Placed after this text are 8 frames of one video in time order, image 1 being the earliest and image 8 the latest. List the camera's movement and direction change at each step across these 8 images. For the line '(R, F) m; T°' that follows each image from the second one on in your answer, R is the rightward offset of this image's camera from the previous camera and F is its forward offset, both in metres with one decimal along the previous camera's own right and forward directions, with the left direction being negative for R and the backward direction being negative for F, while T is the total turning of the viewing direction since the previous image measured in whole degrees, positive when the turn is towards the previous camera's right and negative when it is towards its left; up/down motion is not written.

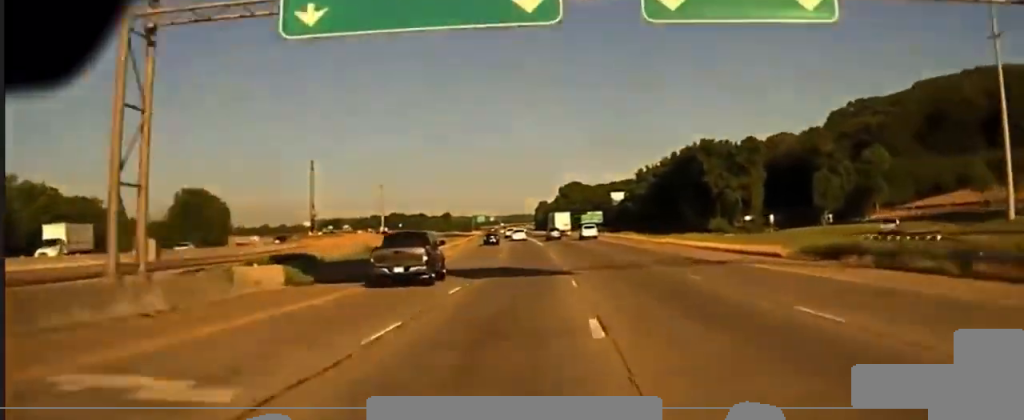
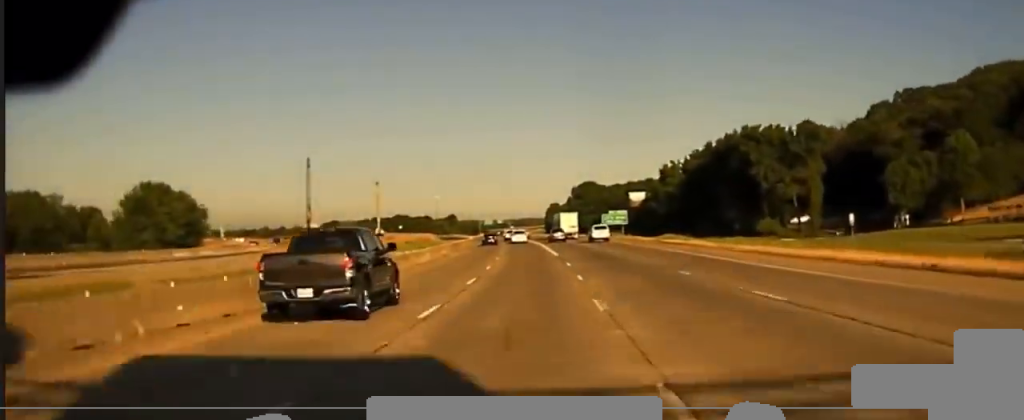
(0.0, +32.7) m; 0°
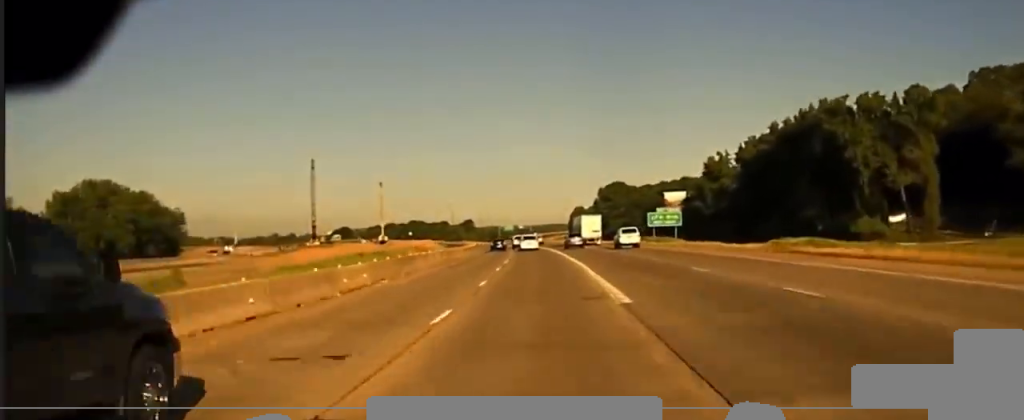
(-0.3, +36.8) m; -1°
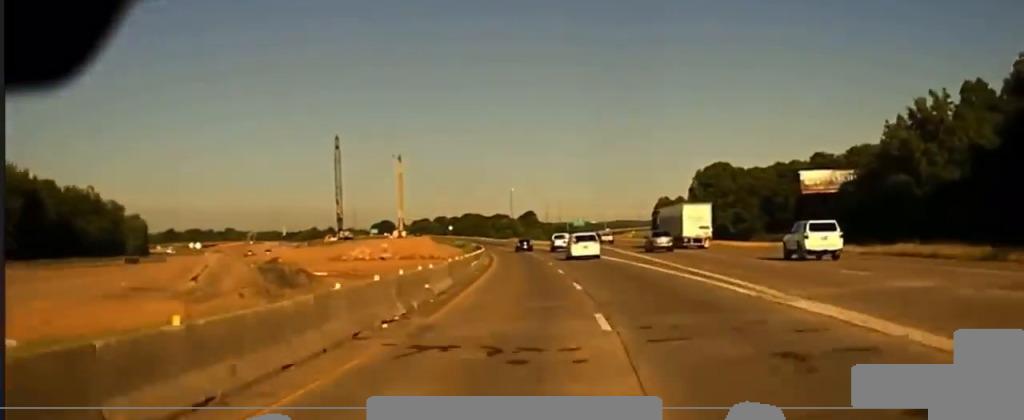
(-2.6, +87.5) m; -5°
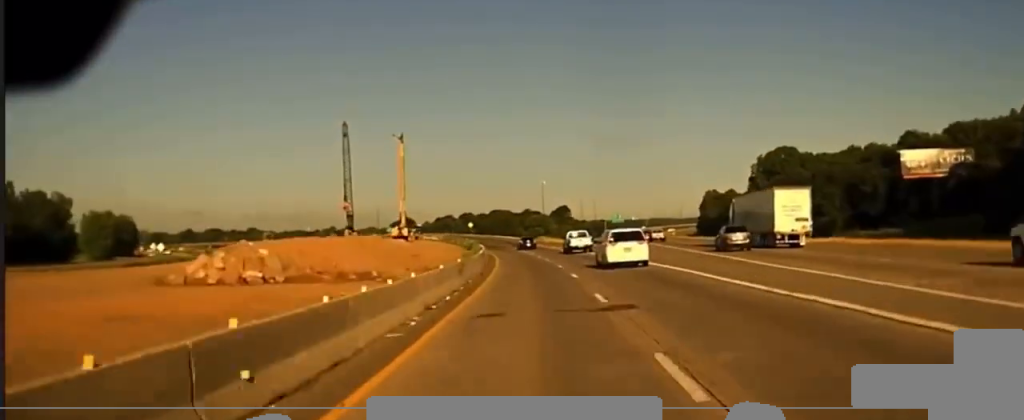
(-1.1, +42.3) m; -3°
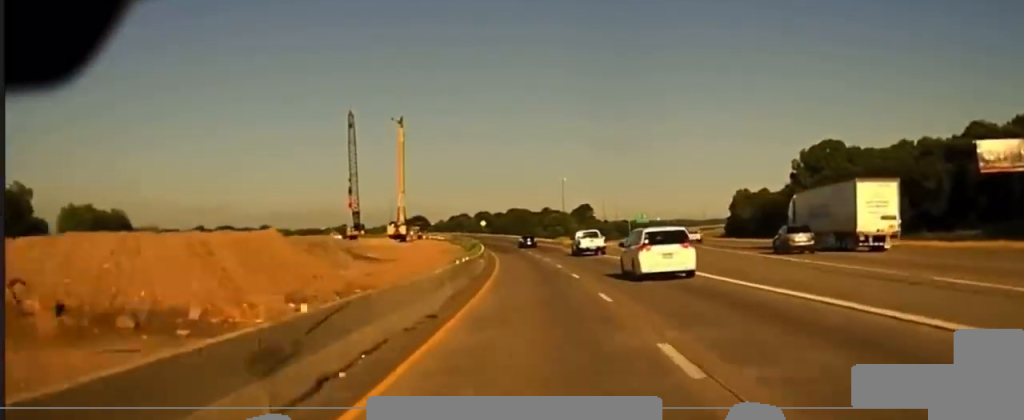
(-0.2, +23.4) m; -1°
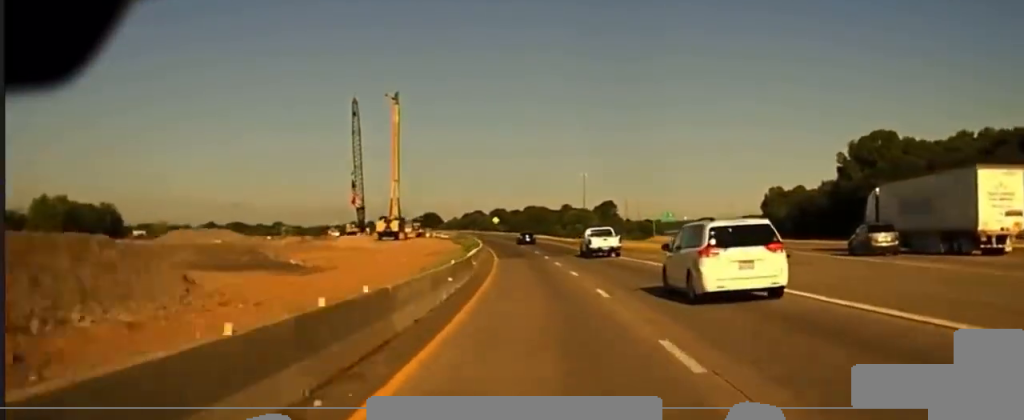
(-0.7, +23.5) m; -1°
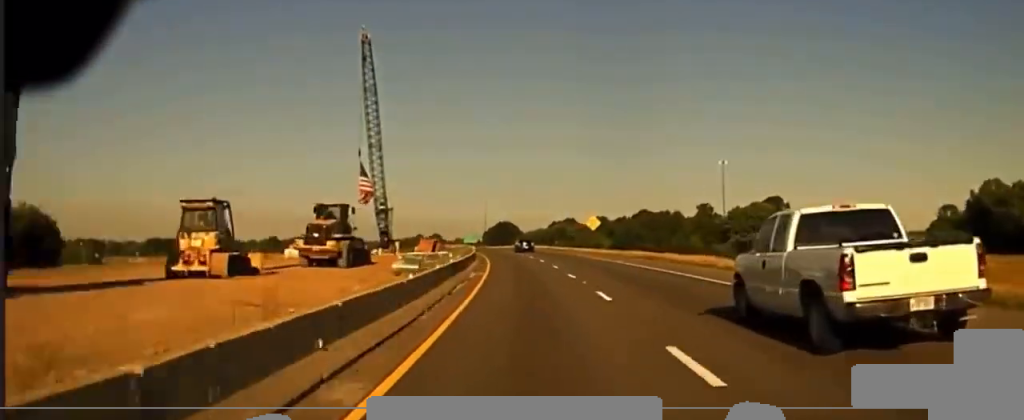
(-3.4, +107.1) m; -5°
